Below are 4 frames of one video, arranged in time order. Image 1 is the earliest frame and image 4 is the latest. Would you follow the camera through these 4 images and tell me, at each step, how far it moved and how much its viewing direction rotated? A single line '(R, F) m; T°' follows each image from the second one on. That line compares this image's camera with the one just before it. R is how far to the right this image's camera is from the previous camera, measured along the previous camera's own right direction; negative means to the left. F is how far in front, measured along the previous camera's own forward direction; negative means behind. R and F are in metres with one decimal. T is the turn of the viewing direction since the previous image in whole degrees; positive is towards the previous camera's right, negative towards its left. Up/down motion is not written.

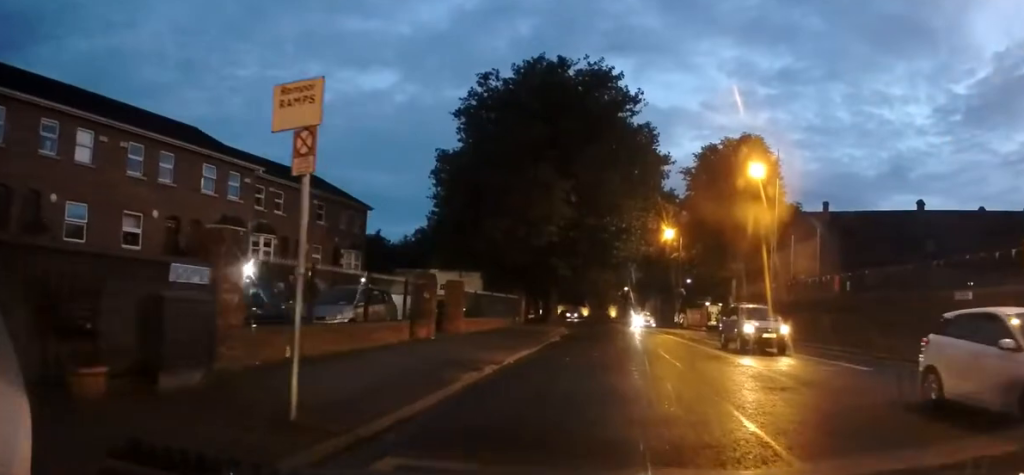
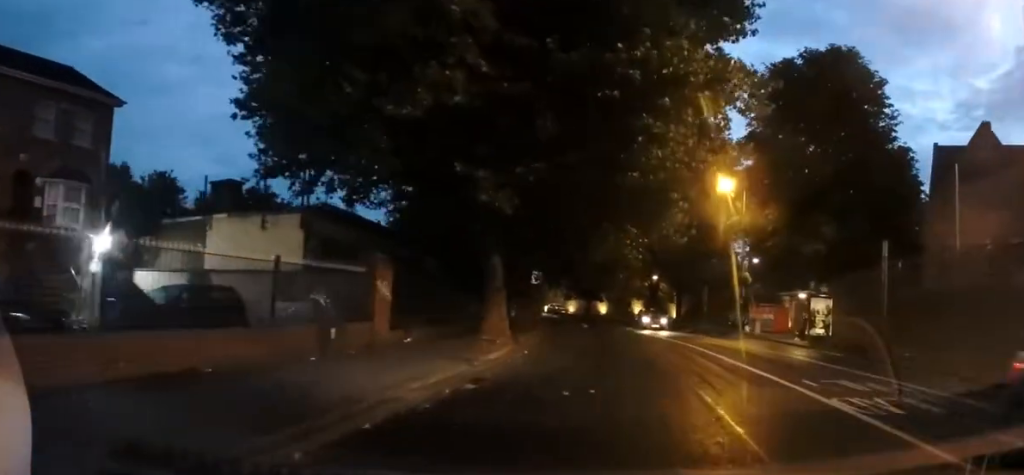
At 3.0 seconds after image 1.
(-0.2, +24.0) m; -1°
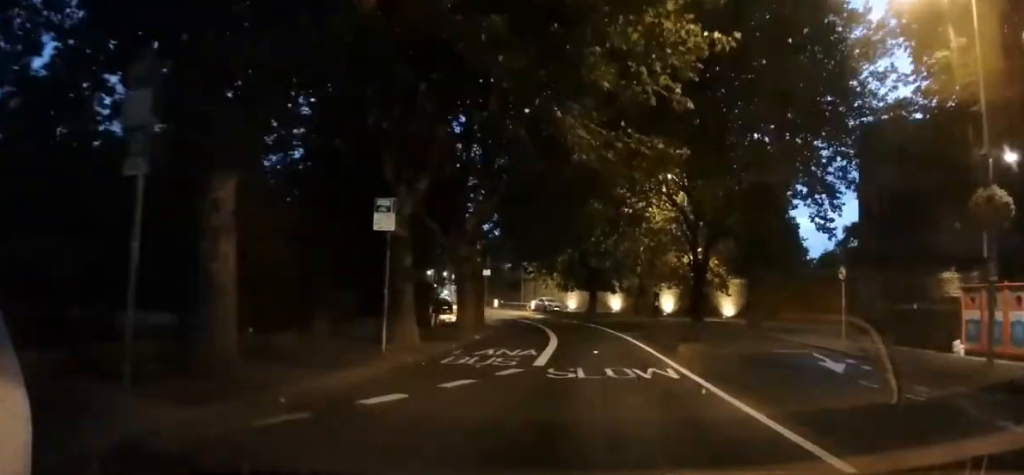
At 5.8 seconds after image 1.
(-1.1, +27.0) m; -12°
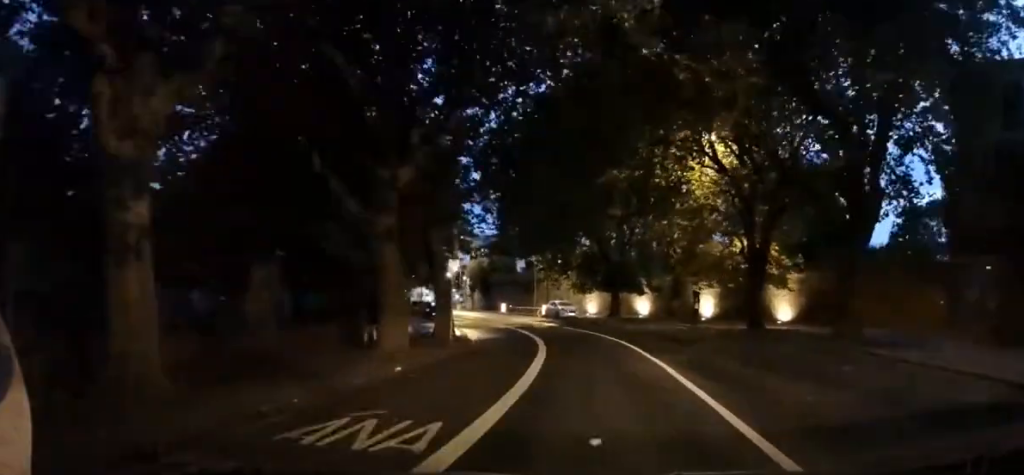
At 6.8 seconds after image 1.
(-0.9, +9.6) m; -5°
